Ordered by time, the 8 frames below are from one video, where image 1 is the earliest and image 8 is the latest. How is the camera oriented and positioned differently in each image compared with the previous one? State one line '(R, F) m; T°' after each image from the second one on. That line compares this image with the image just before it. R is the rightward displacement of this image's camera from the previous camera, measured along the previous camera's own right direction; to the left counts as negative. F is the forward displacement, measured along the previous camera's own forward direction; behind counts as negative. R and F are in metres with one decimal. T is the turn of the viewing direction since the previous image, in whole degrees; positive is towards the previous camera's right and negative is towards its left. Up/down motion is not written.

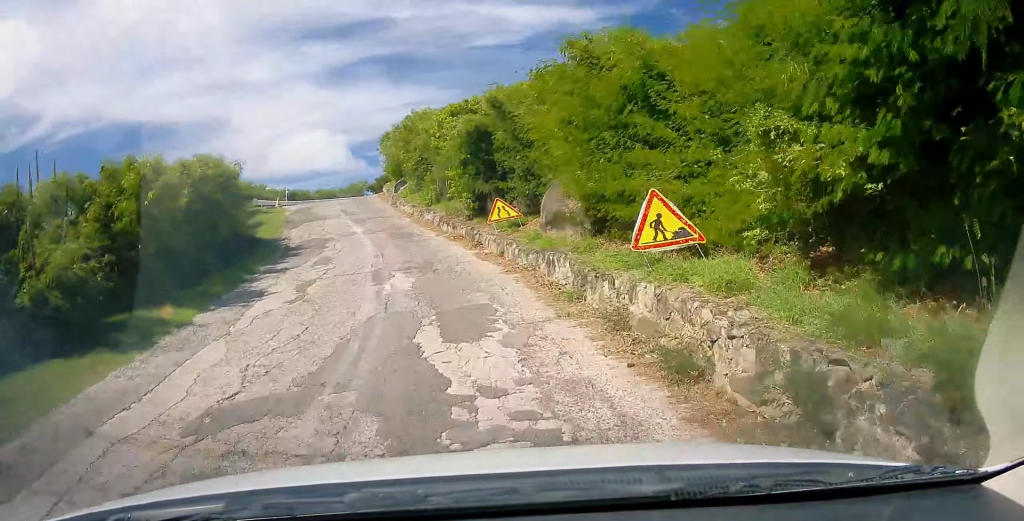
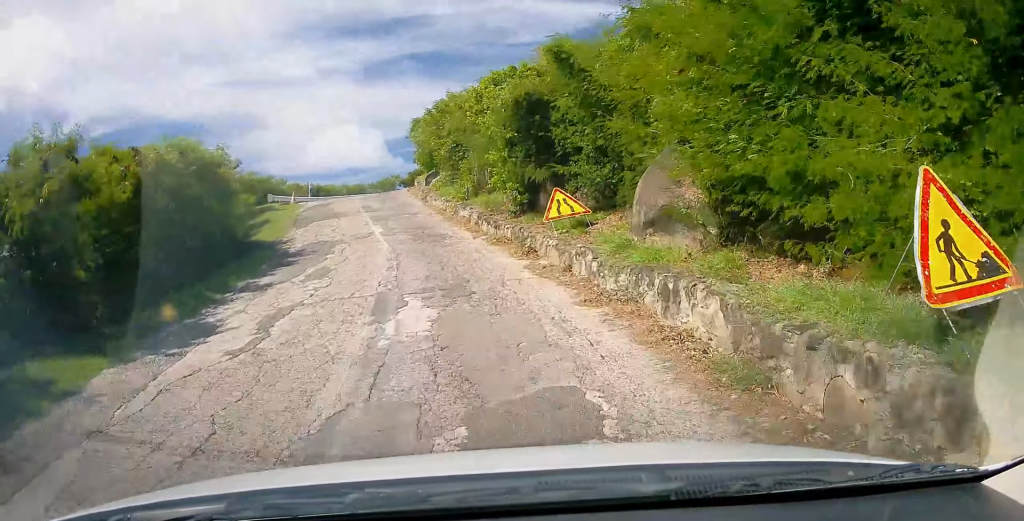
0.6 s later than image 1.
(+0.1, +4.2) m; -5°
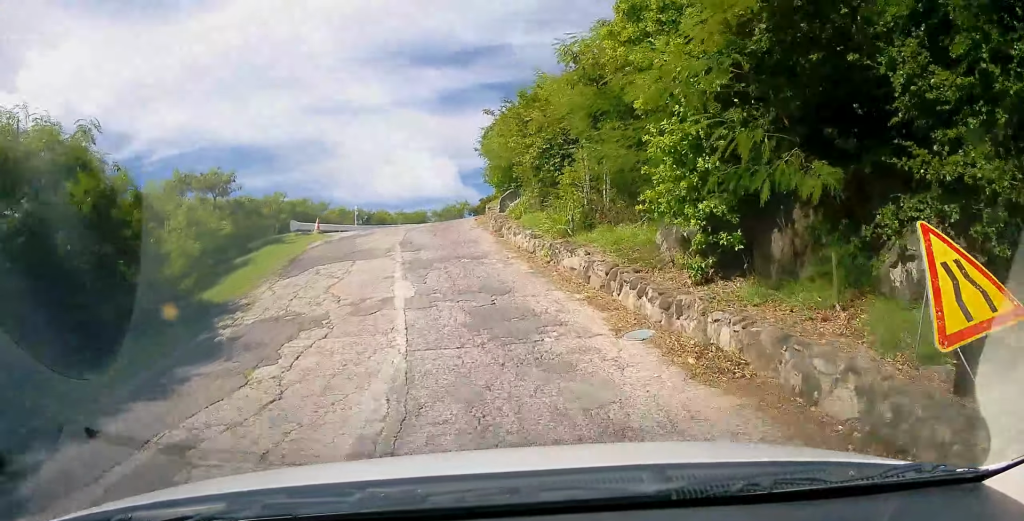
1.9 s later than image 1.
(-1.2, +8.7) m; -8°
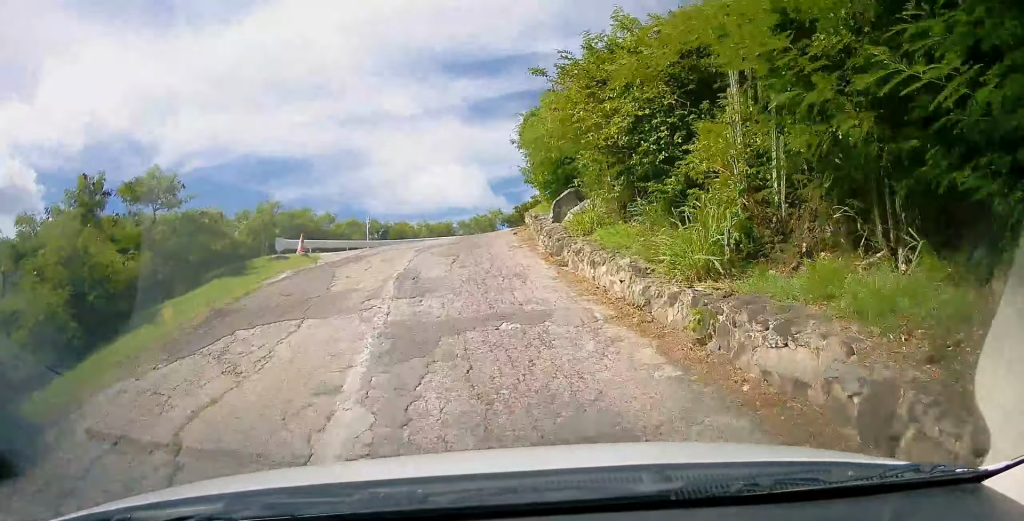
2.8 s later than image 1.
(0.0, +6.0) m; 0°
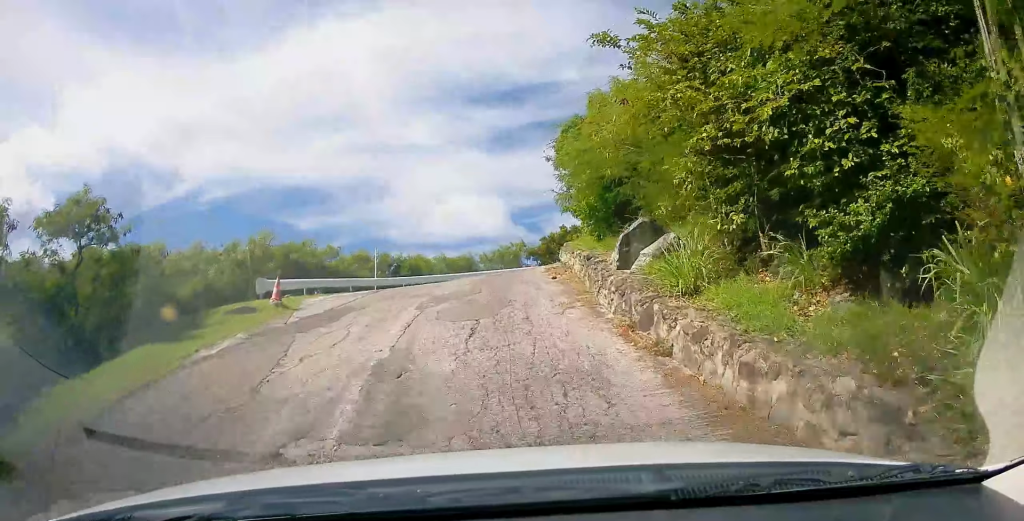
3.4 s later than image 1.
(0.0, +4.0) m; 0°
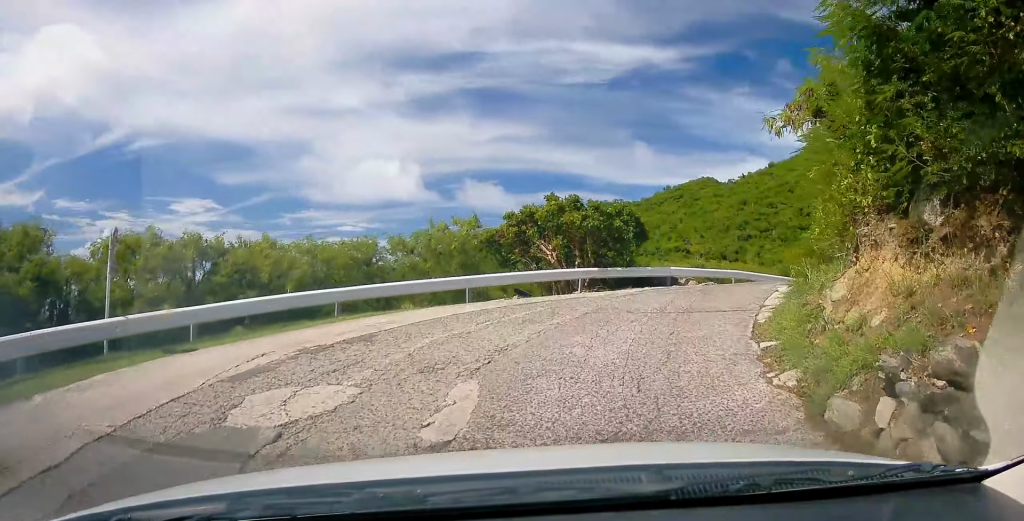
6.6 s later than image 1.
(0.0, +17.7) m; +7°
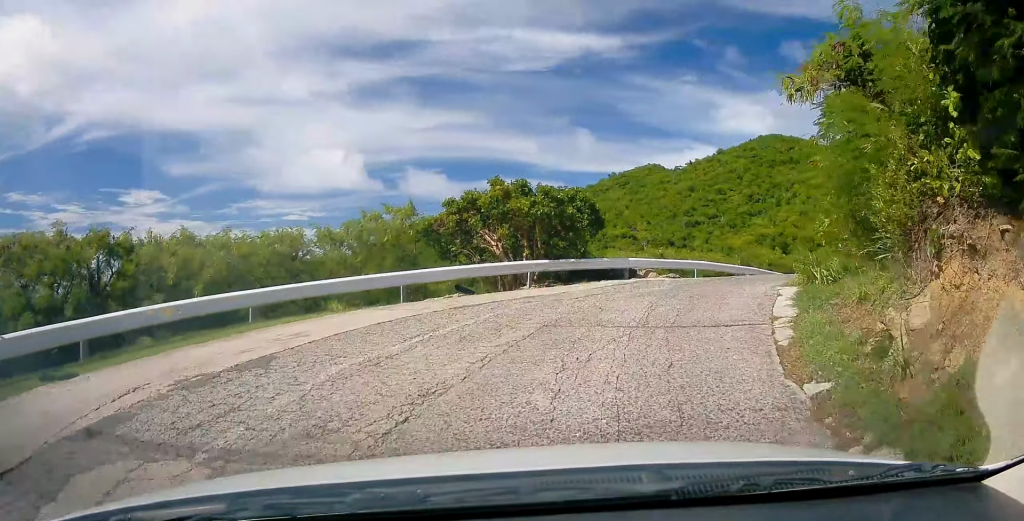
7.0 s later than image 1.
(+0.2, +1.9) m; +4°
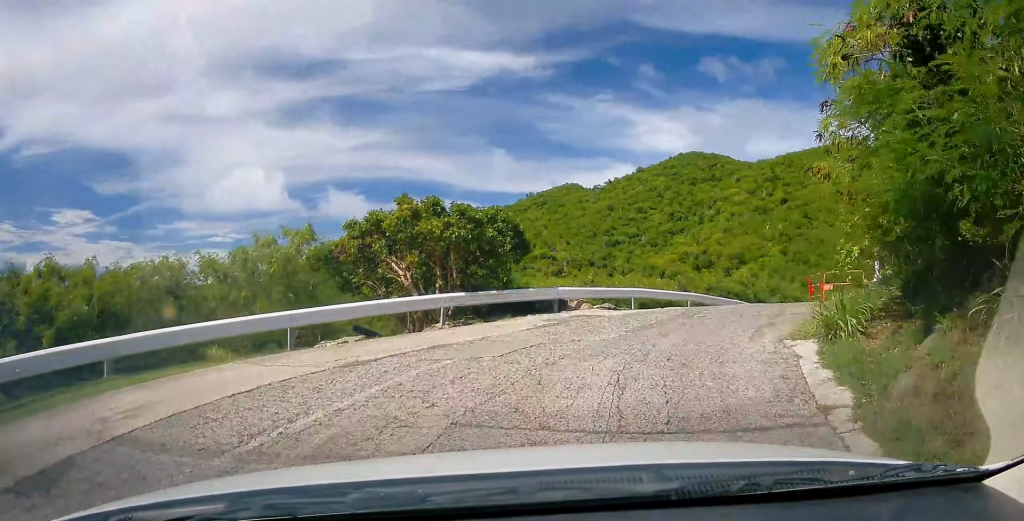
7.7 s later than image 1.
(+0.1, +2.6) m; +6°
